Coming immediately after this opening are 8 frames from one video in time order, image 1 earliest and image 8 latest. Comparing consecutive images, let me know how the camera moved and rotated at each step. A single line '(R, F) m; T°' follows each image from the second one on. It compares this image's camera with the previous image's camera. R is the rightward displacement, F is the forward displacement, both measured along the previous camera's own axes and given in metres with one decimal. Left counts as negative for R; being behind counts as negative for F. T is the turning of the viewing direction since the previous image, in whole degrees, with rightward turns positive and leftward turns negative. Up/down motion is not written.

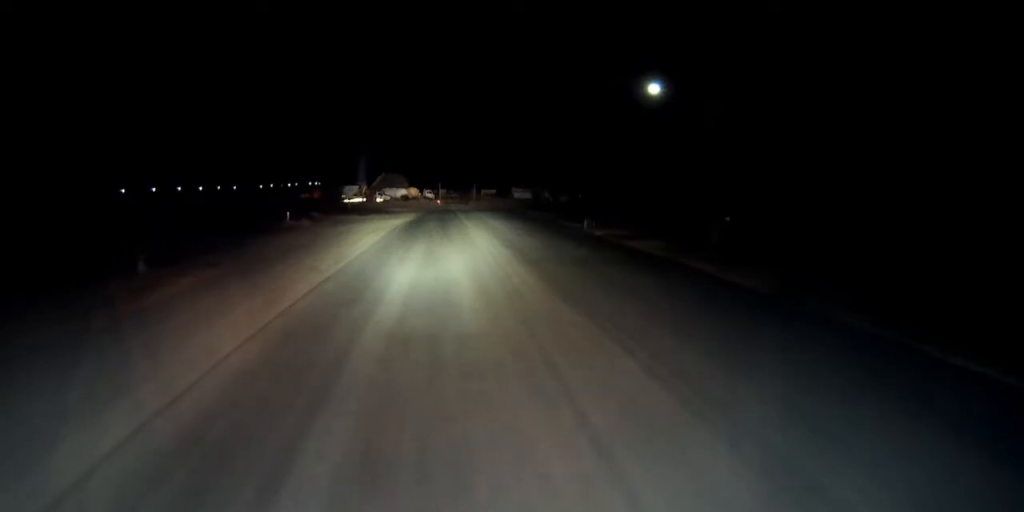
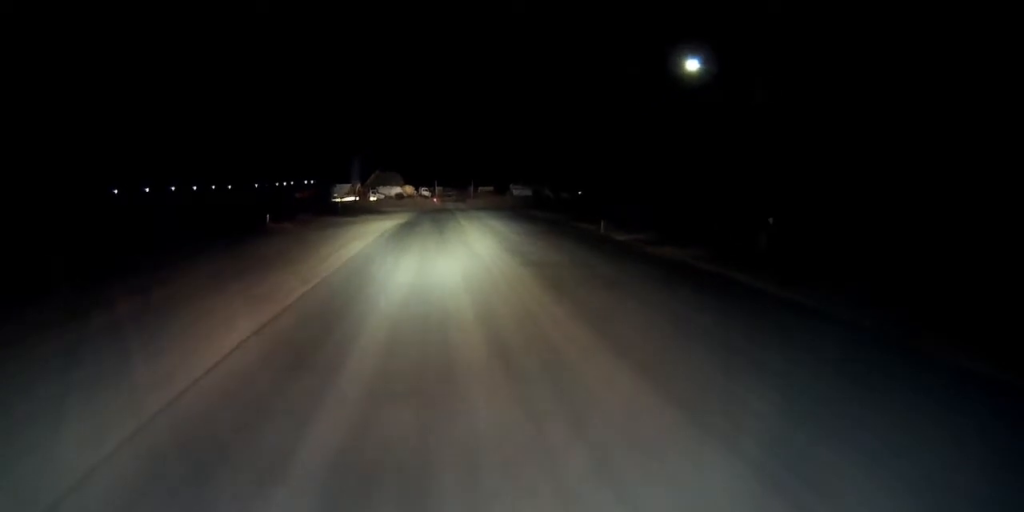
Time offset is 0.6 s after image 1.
(+0.1, +6.3) m; 0°
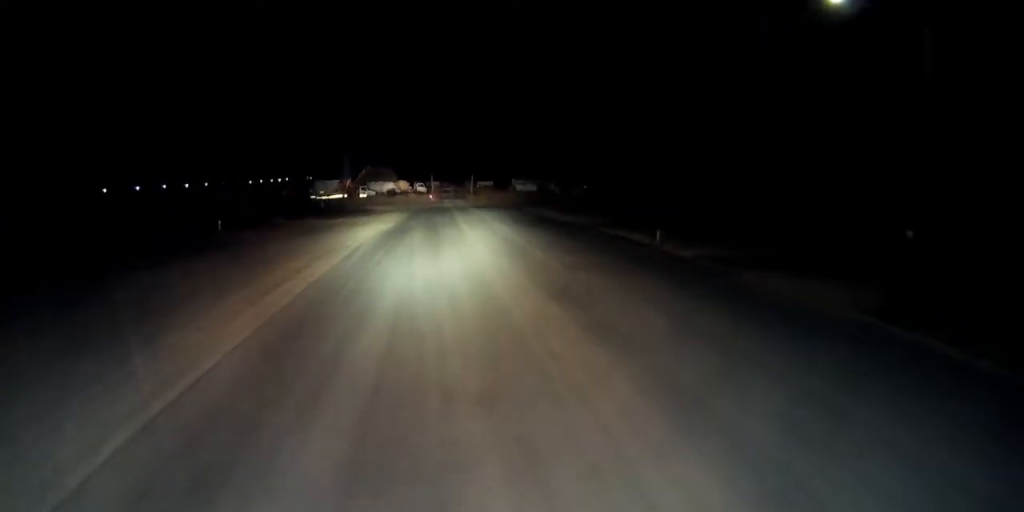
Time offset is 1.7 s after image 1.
(0.0, +12.2) m; -1°
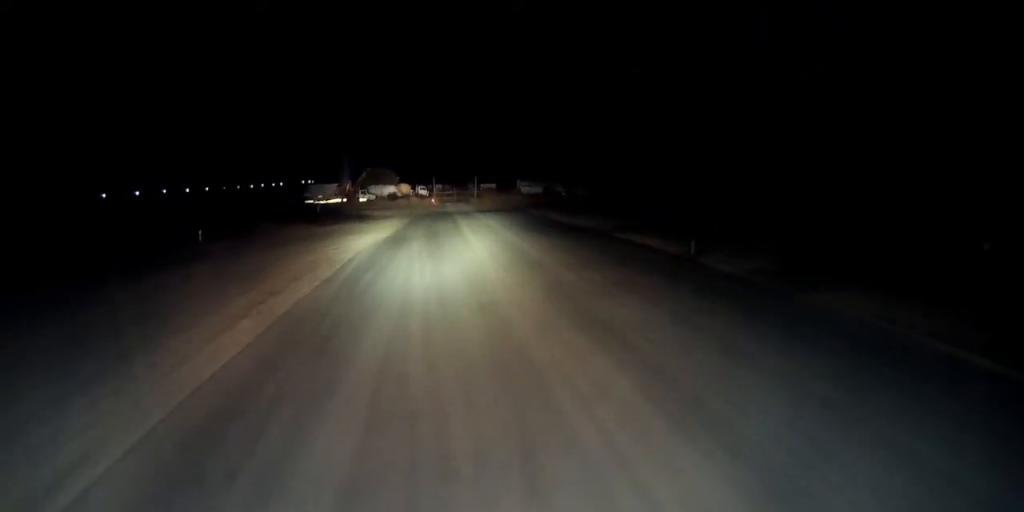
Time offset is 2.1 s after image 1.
(0.0, +4.5) m; 0°
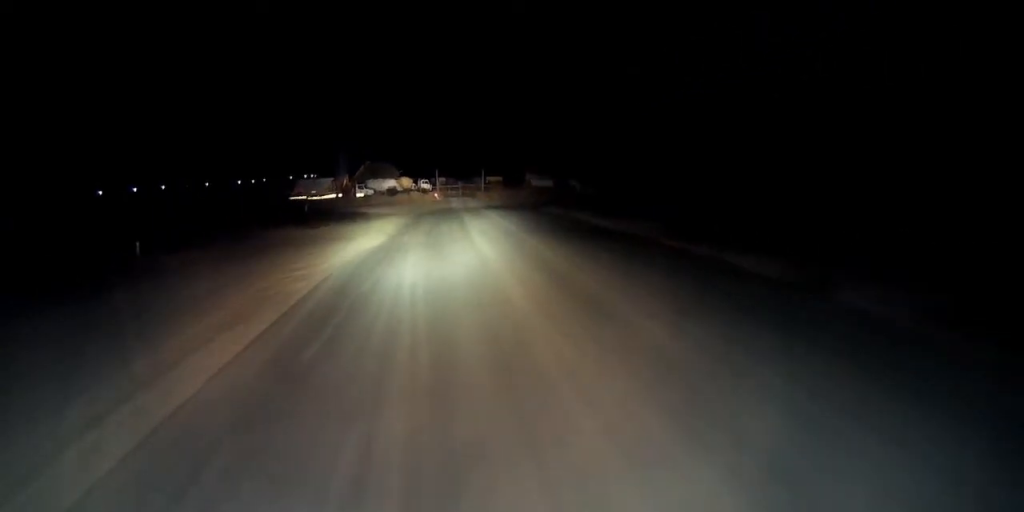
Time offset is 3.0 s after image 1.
(-0.1, +9.8) m; 0°
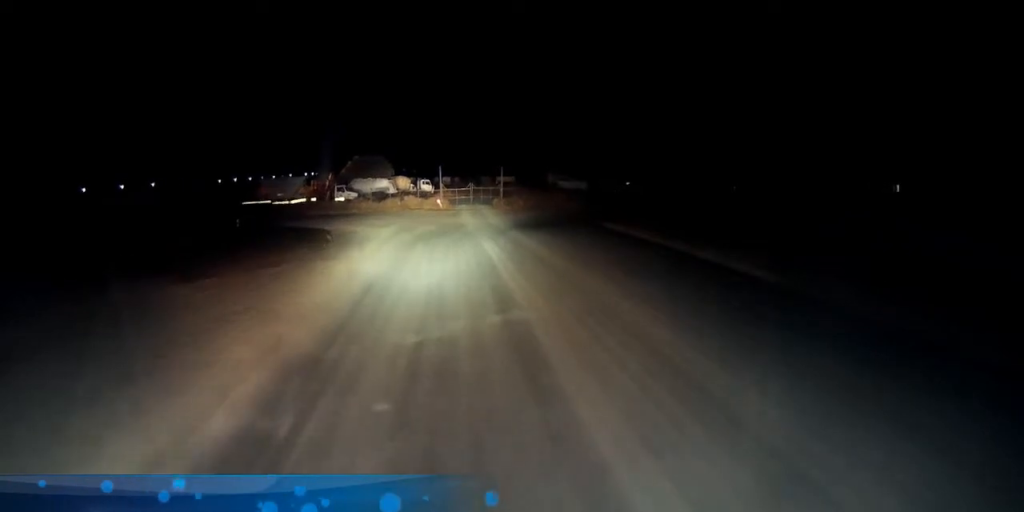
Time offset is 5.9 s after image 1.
(+0.3, +26.1) m; +1°
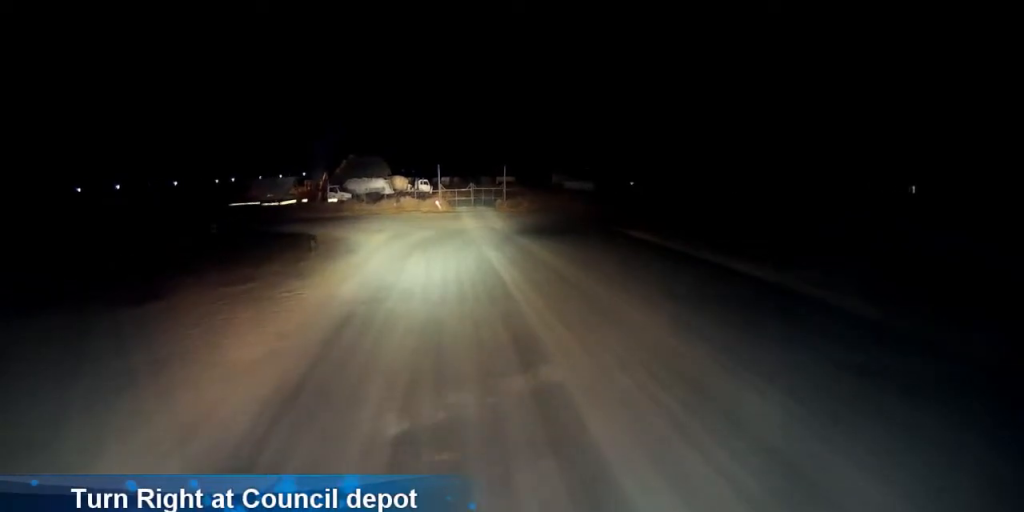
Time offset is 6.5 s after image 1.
(0.0, +4.9) m; 0°
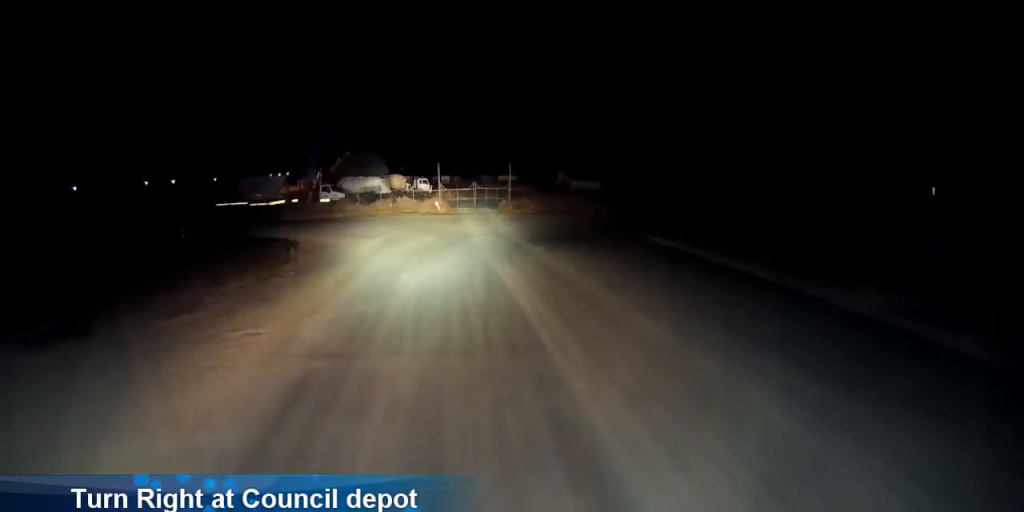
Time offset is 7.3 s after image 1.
(0.0, +5.5) m; 0°
